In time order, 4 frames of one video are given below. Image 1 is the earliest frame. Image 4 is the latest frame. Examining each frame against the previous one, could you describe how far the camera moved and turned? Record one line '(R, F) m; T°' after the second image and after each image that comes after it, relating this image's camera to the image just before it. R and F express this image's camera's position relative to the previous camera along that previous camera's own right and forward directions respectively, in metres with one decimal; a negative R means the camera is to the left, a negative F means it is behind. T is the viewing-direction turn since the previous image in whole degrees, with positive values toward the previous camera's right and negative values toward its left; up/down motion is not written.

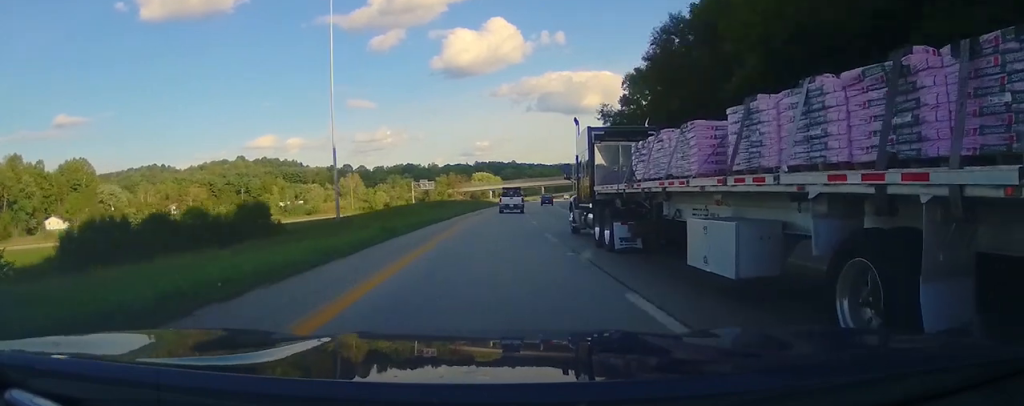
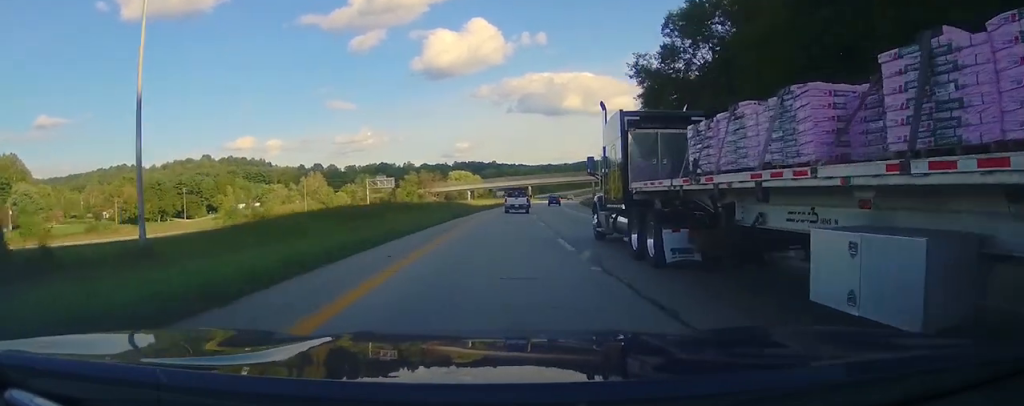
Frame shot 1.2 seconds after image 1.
(+1.6, +39.2) m; +3°
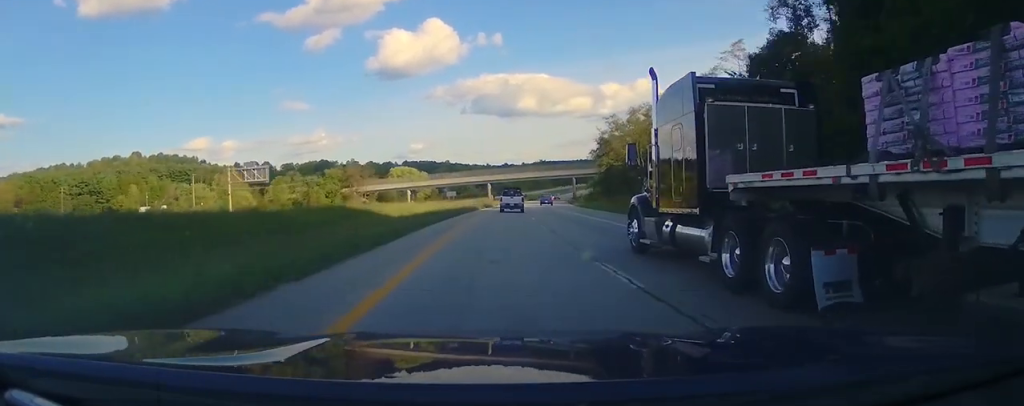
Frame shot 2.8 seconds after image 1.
(+0.9, +55.7) m; +2°
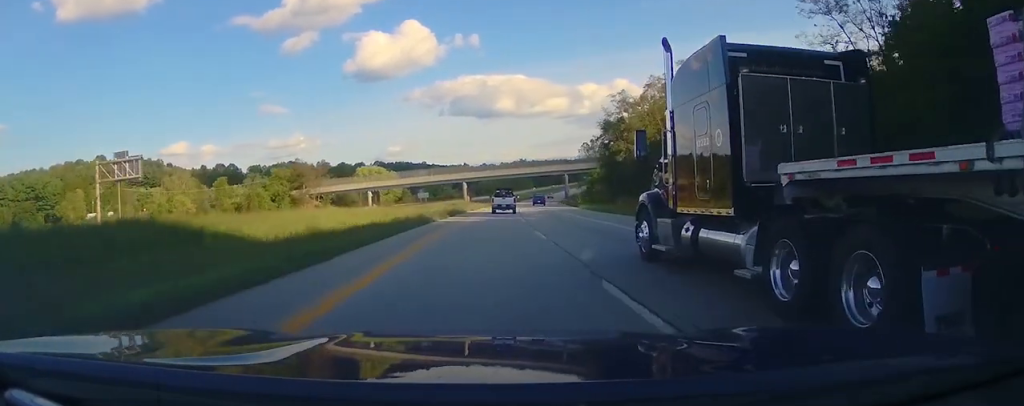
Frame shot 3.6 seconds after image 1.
(+0.3, +27.4) m; +2°
